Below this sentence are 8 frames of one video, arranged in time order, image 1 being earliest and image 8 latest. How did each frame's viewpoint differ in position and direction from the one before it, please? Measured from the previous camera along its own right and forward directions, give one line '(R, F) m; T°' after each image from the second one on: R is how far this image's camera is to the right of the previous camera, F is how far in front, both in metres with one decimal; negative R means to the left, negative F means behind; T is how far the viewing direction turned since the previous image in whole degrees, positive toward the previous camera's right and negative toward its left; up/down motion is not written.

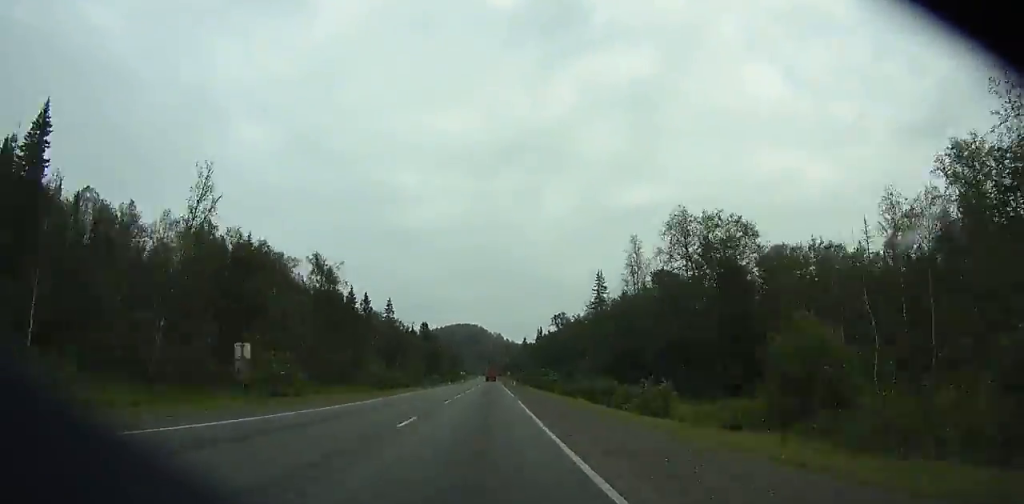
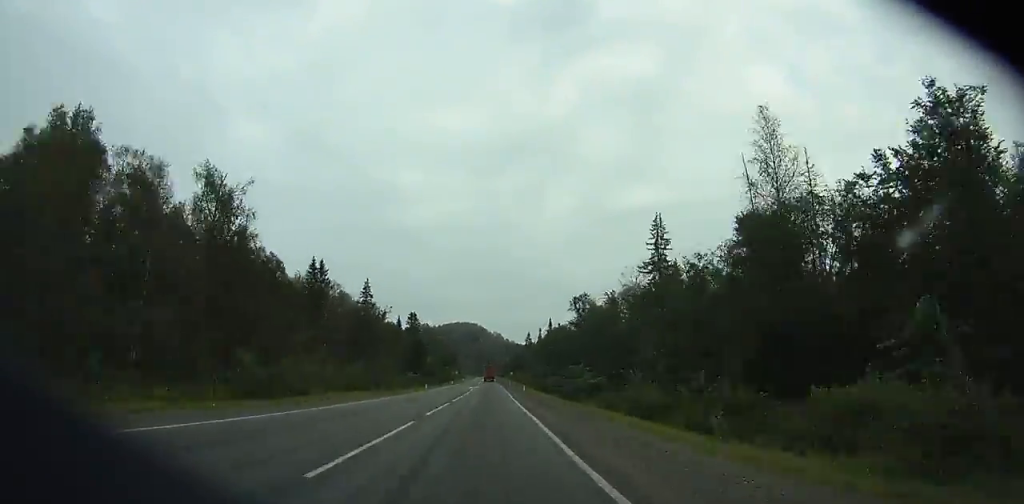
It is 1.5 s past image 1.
(+0.3, +38.1) m; 0°
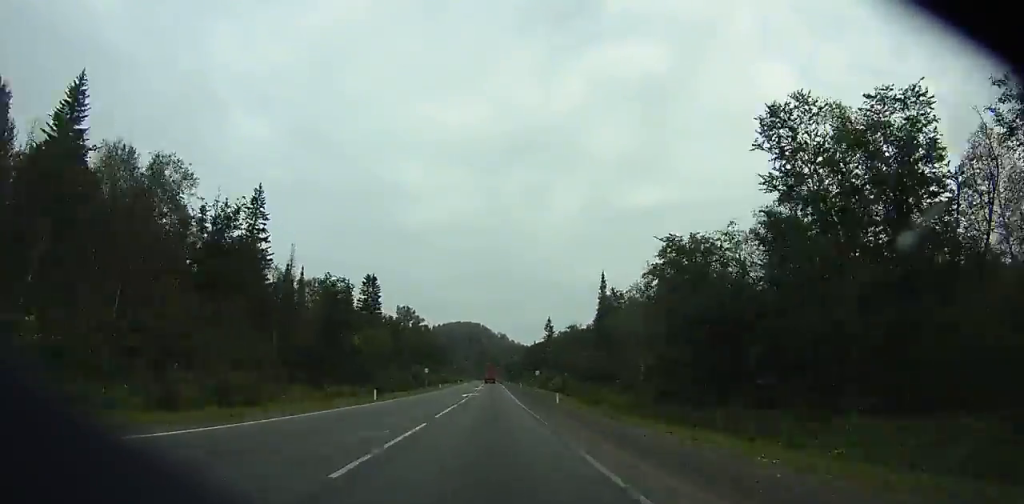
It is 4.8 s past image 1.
(+0.2, +83.8) m; -4°
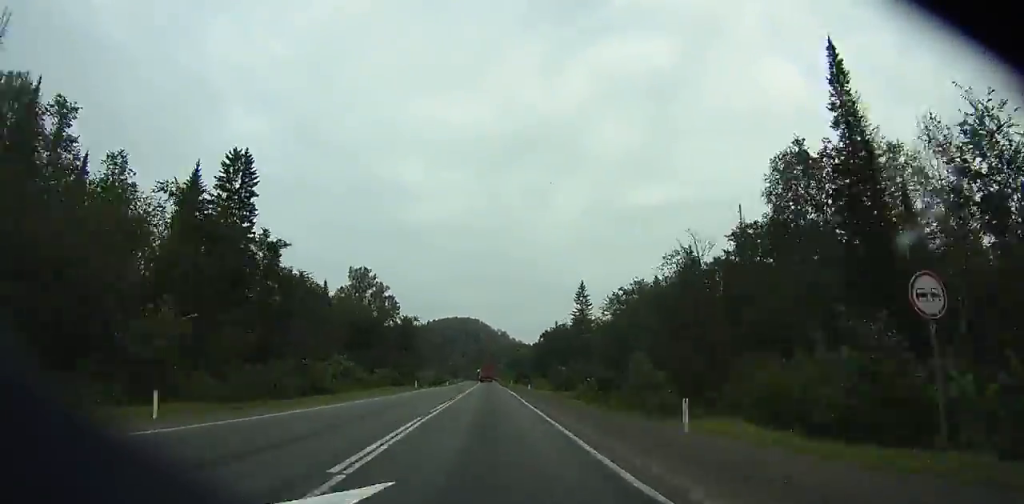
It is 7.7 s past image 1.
(-5.5, +74.1) m; -2°
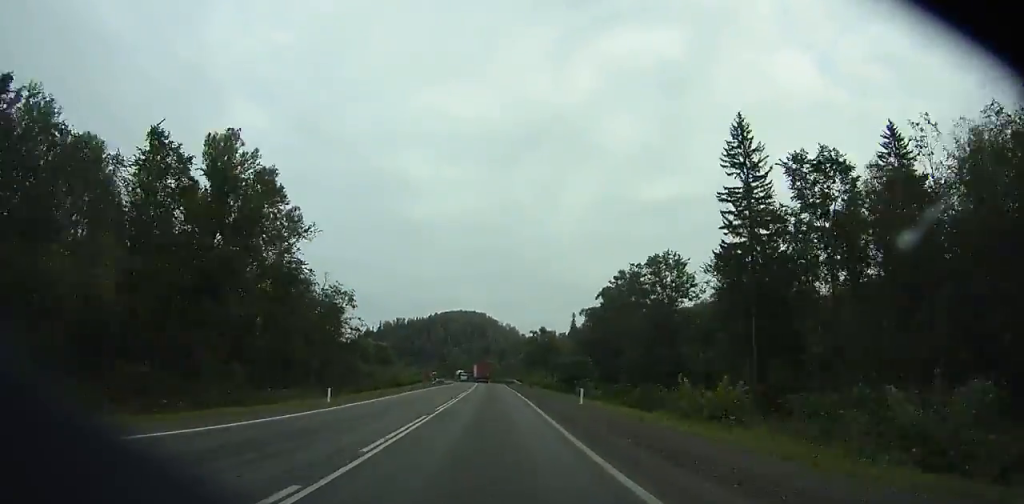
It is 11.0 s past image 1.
(+3.6, +83.0) m; +2°
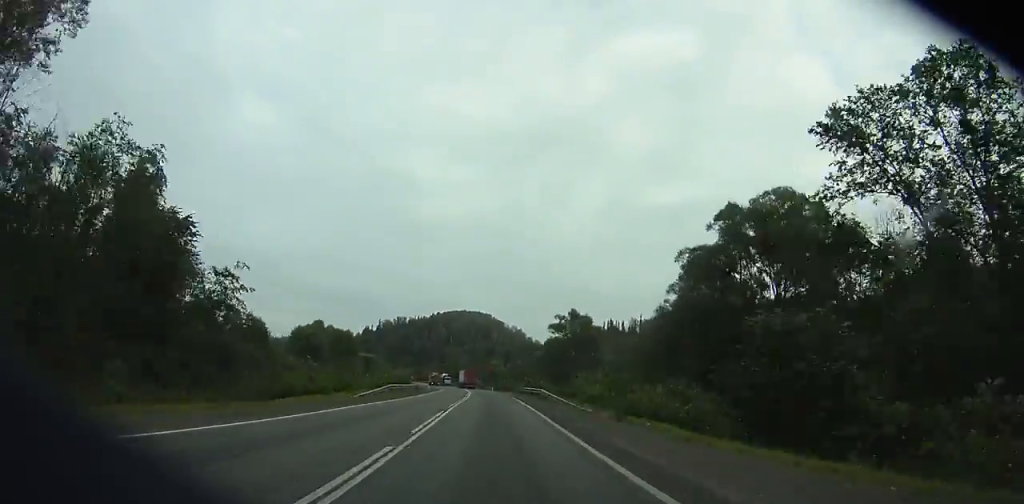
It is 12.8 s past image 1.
(+0.4, +44.5) m; -1°
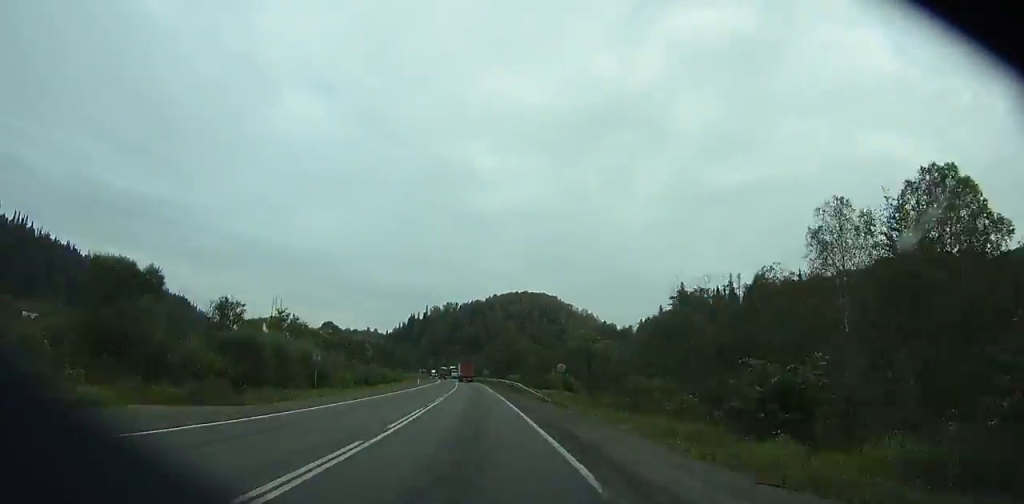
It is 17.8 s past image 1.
(-5.2, +119.8) m; -5°
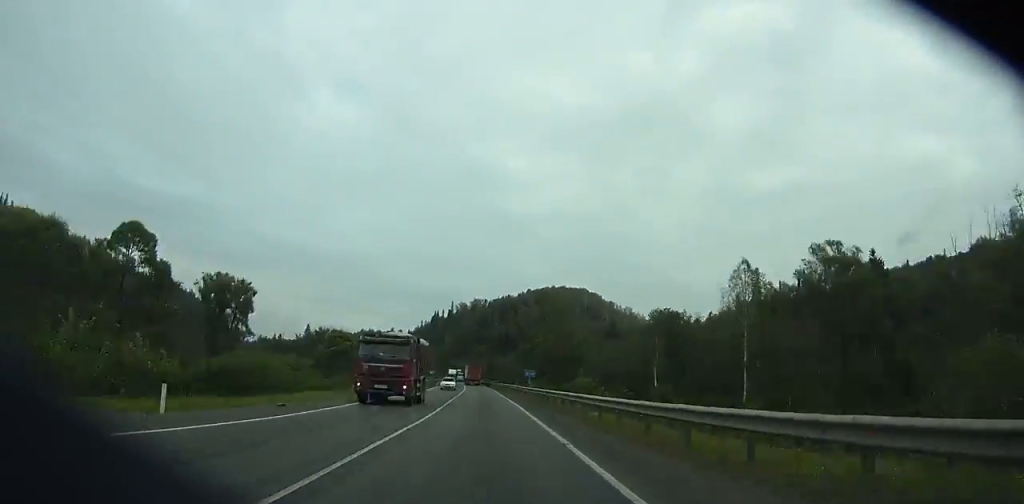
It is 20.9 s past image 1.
(-2.5, +72.8) m; -3°
